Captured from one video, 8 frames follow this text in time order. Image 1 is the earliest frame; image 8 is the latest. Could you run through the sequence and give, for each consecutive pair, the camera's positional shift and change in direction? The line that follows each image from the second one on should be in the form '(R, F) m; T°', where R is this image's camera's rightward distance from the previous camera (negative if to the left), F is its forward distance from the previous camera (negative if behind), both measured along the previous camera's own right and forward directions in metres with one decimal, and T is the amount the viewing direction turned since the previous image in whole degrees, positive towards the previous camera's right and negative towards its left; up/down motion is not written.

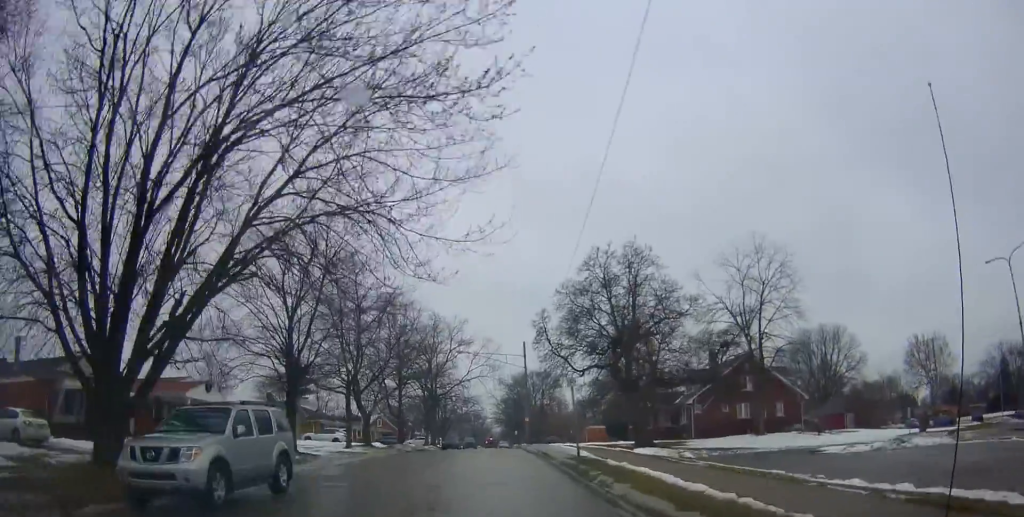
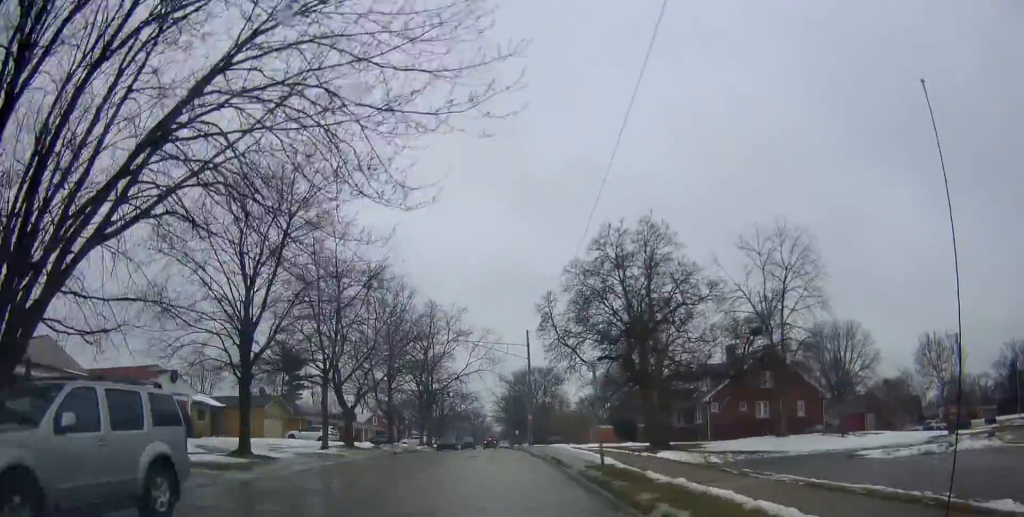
(+0.3, +4.0) m; +1°
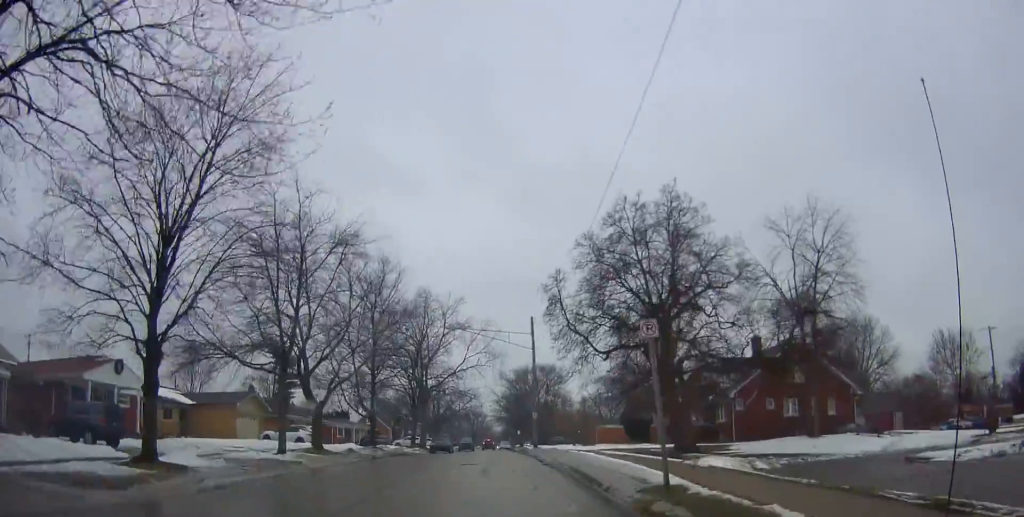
(+0.2, +5.0) m; +1°
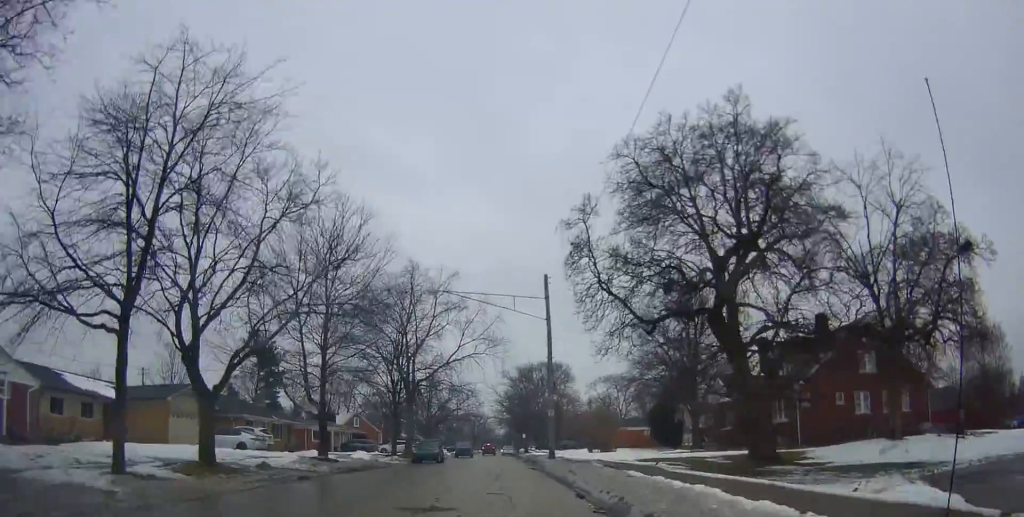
(-0.3, +9.8) m; +1°
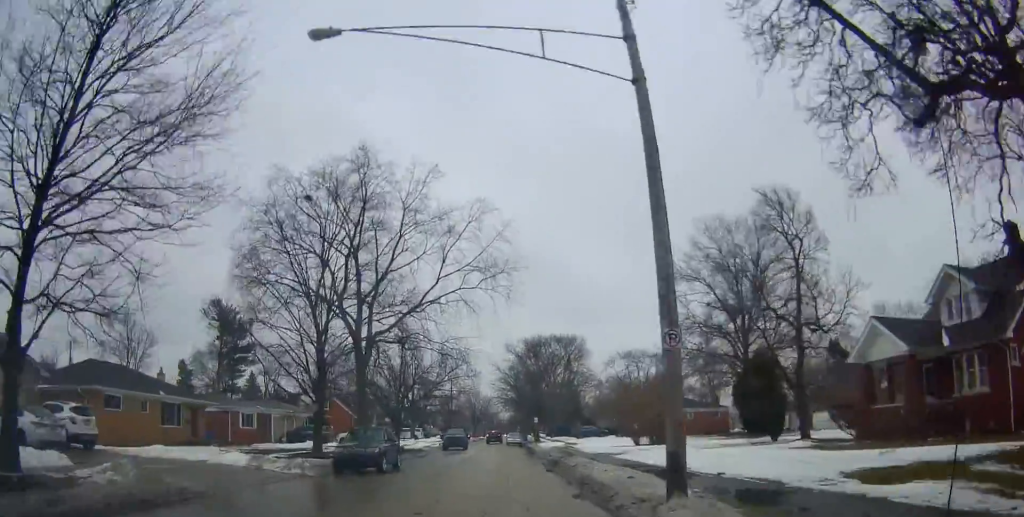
(-0.4, +18.5) m; -2°
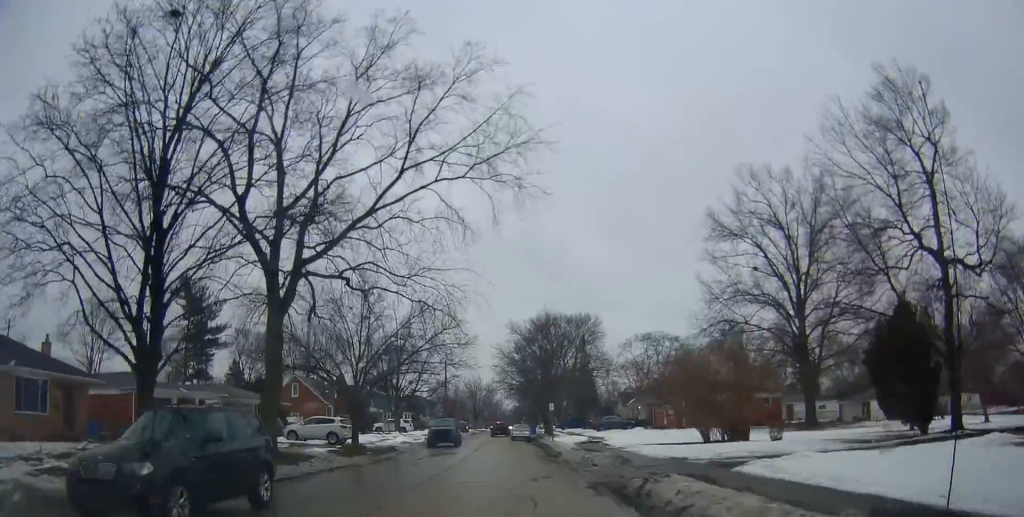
(+0.4, +13.2) m; +2°
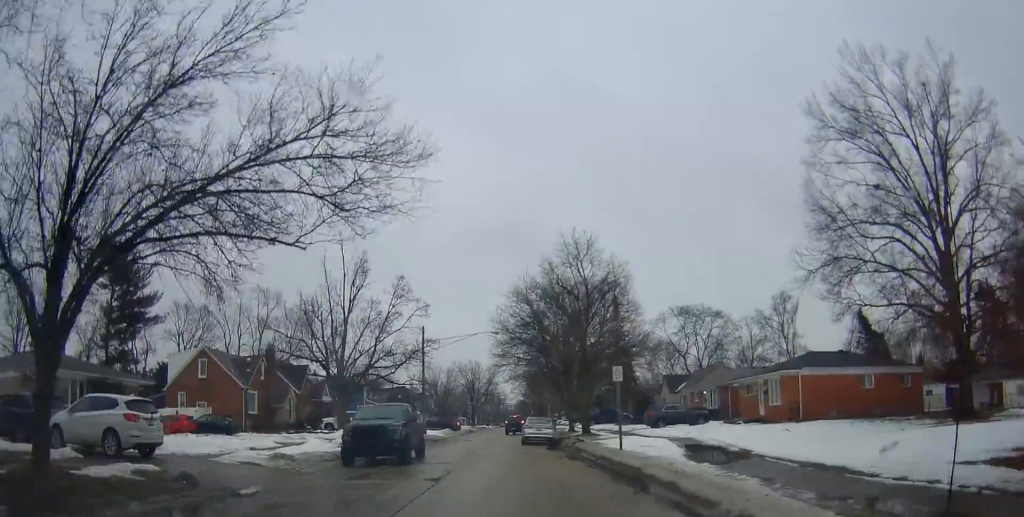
(+0.1, +22.5) m; -1°
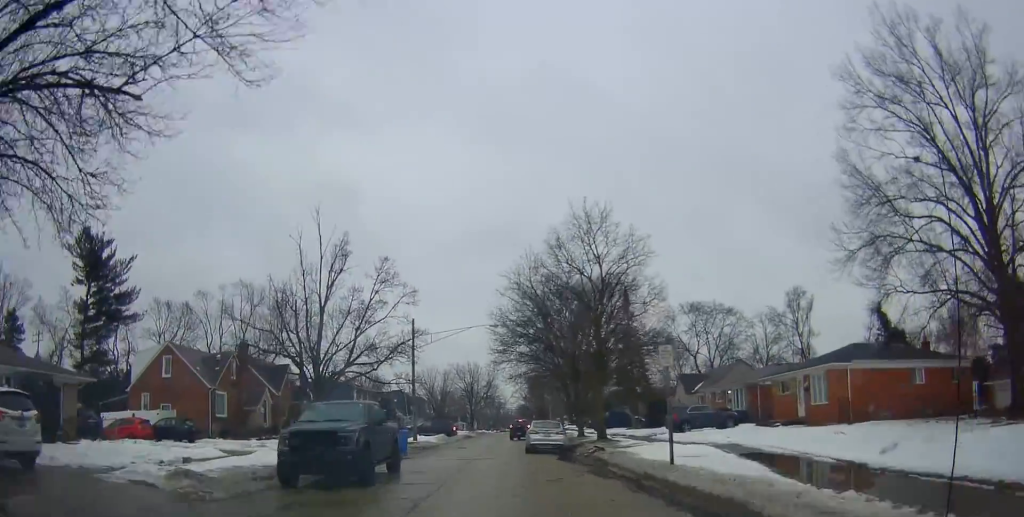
(0.0, +5.7) m; -1°
